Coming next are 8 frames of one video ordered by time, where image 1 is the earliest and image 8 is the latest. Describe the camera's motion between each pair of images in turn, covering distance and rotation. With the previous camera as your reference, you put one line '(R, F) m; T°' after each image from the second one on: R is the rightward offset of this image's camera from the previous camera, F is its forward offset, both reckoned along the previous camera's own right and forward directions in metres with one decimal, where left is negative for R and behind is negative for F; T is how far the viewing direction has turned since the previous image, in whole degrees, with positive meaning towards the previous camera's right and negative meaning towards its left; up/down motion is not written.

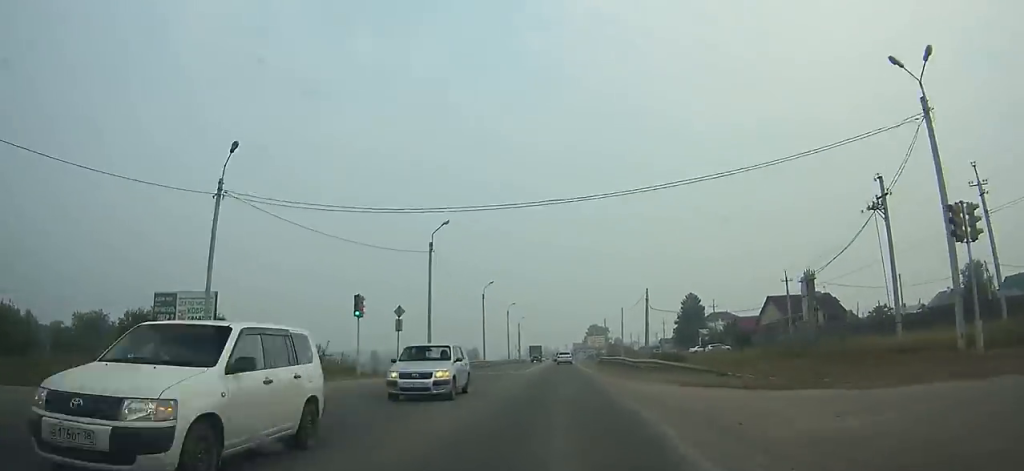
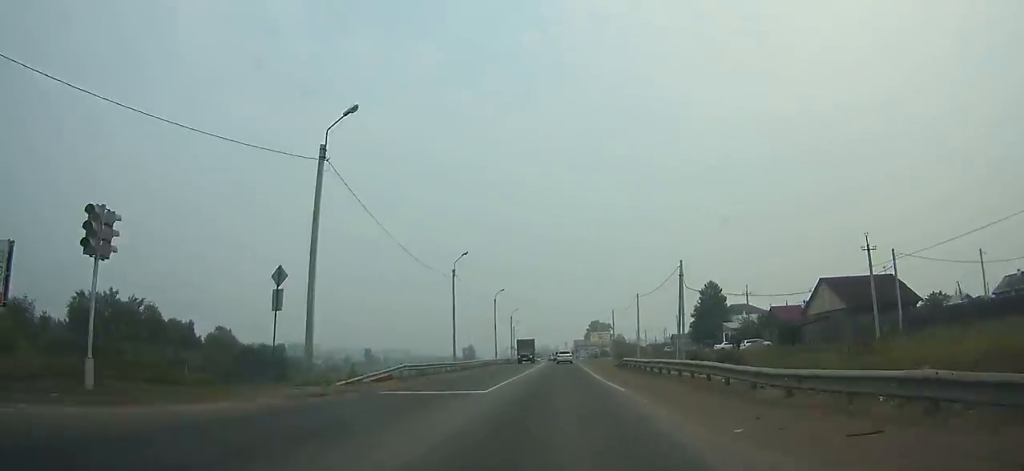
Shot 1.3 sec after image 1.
(0.0, +20.5) m; 0°
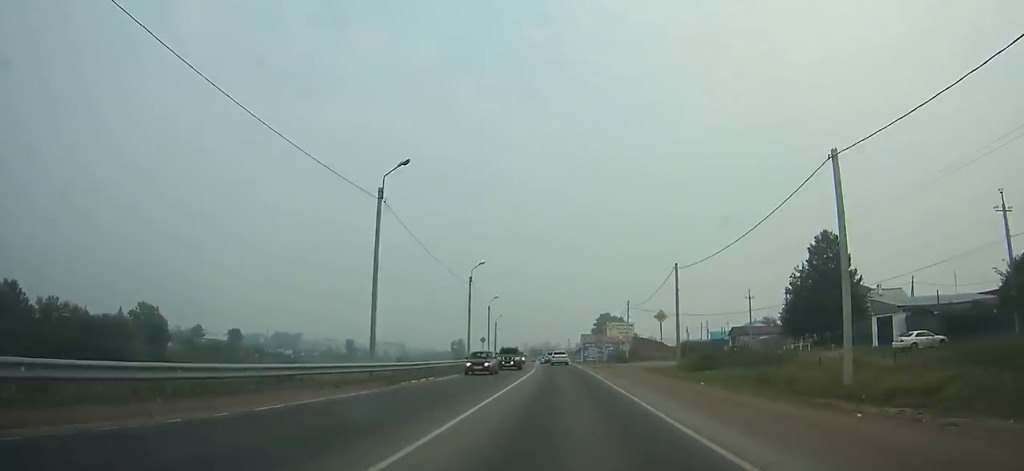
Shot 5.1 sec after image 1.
(-0.2, +54.8) m; 0°
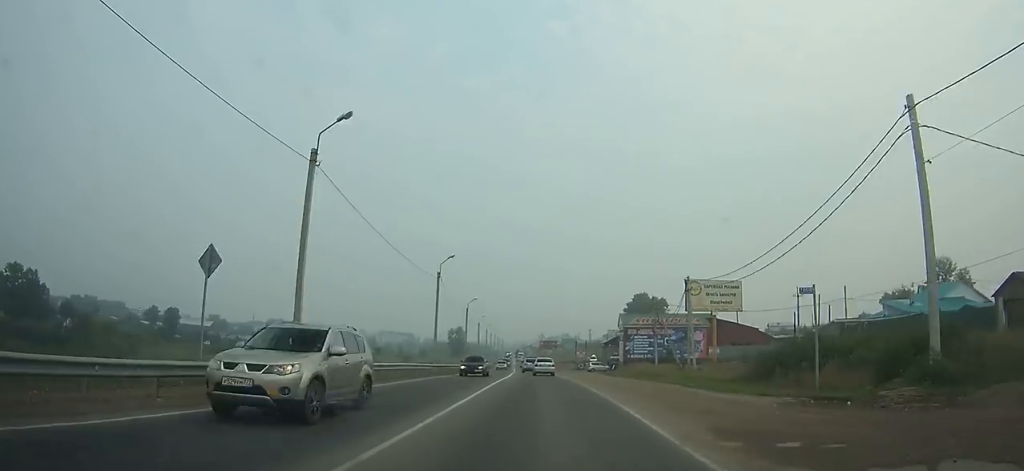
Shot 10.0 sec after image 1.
(-0.6, +65.9) m; -2°
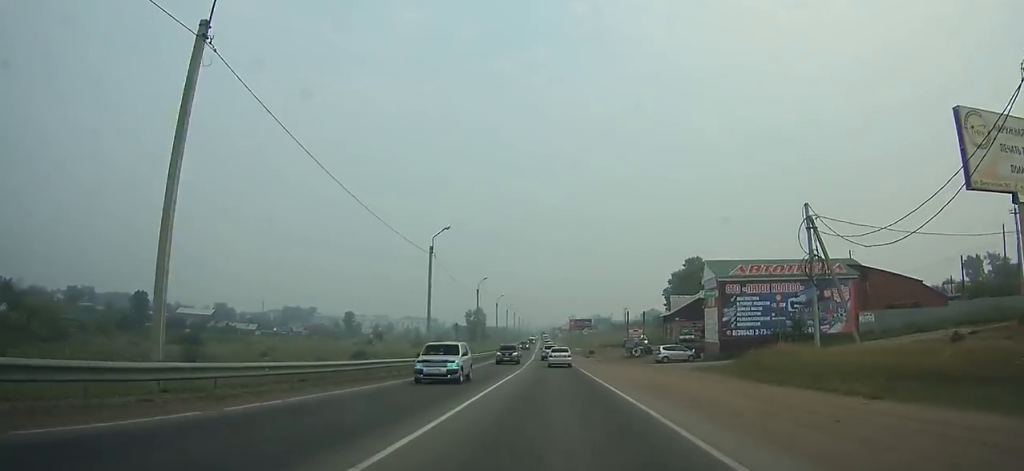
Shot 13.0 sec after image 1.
(-1.0, +36.2) m; -2°
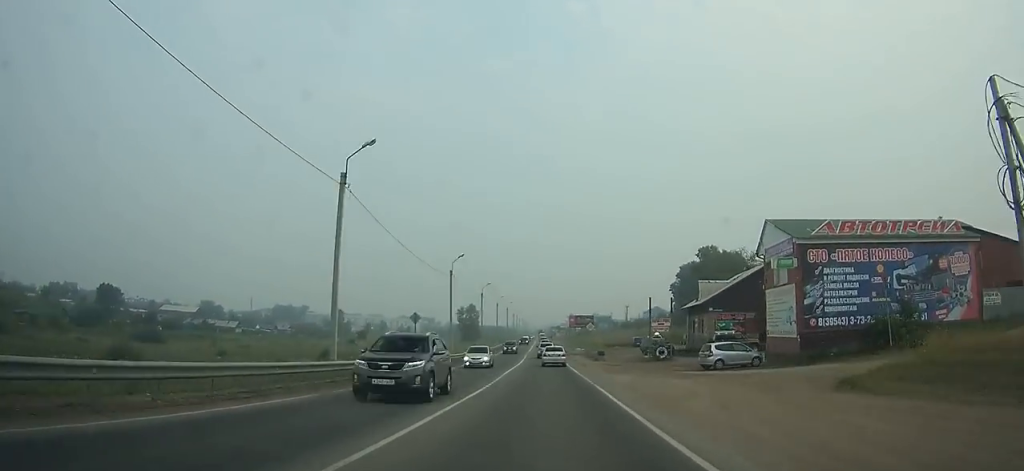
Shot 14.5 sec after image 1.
(-0.1, +15.6) m; 0°
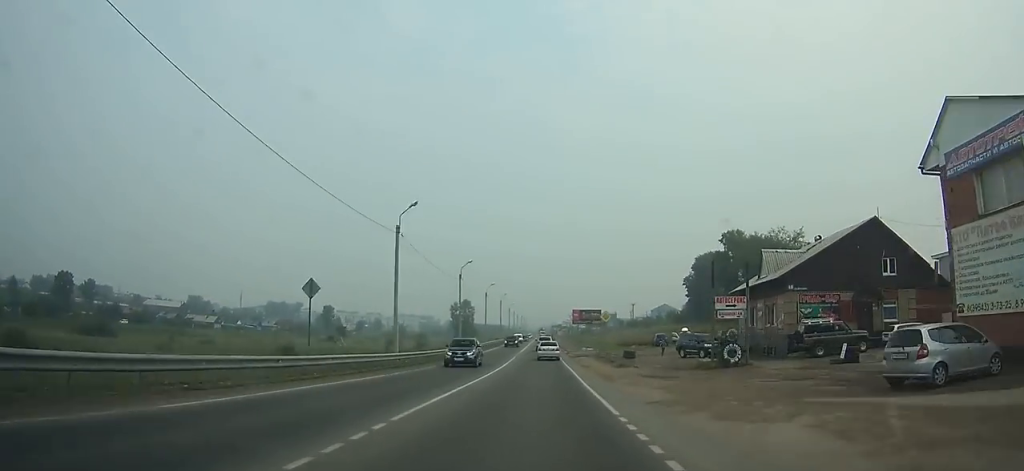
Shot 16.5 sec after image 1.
(0.0, +19.8) m; 0°
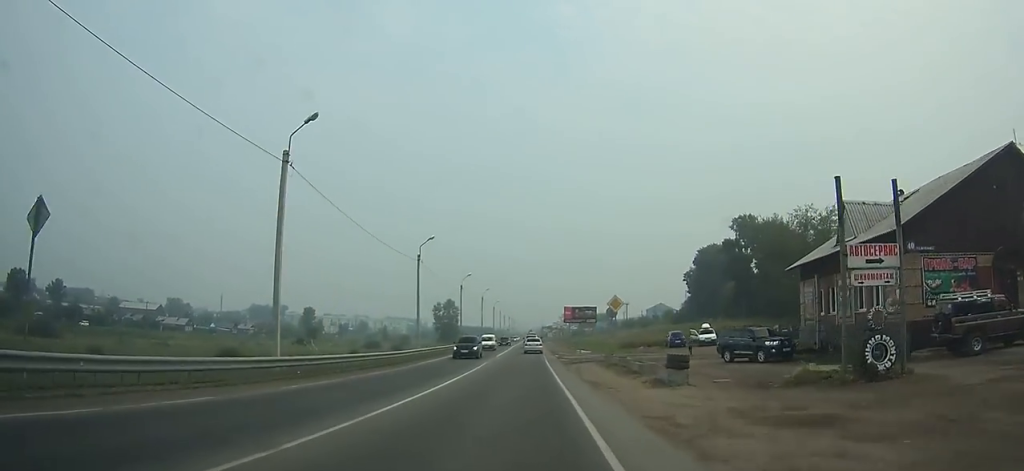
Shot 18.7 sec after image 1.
(0.0, +17.7) m; 0°
